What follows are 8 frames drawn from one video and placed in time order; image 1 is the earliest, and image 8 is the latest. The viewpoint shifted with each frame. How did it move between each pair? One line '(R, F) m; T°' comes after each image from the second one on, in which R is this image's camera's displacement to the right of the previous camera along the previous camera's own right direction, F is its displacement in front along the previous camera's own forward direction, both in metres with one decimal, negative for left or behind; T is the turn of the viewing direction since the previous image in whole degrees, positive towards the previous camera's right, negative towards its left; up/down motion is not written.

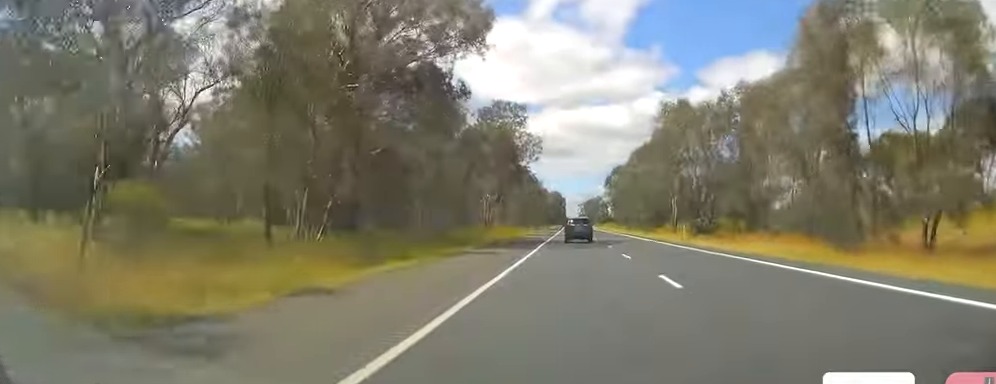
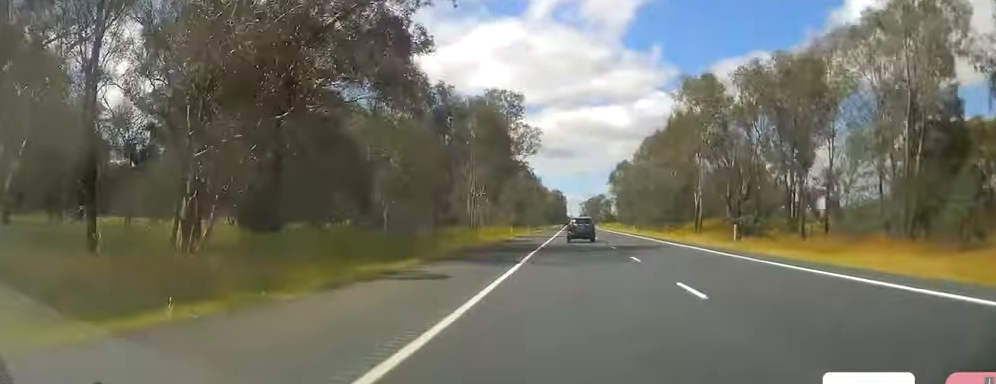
(0.0, +14.3) m; 0°
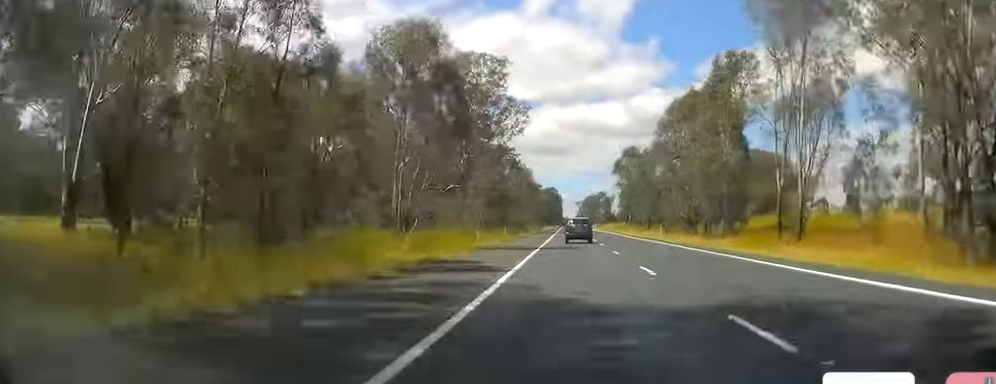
(0.0, +28.8) m; +1°
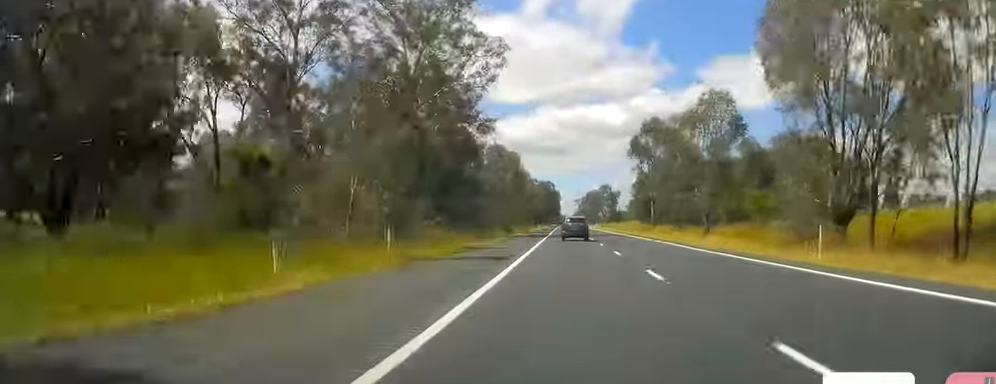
(+0.4, +38.4) m; -1°
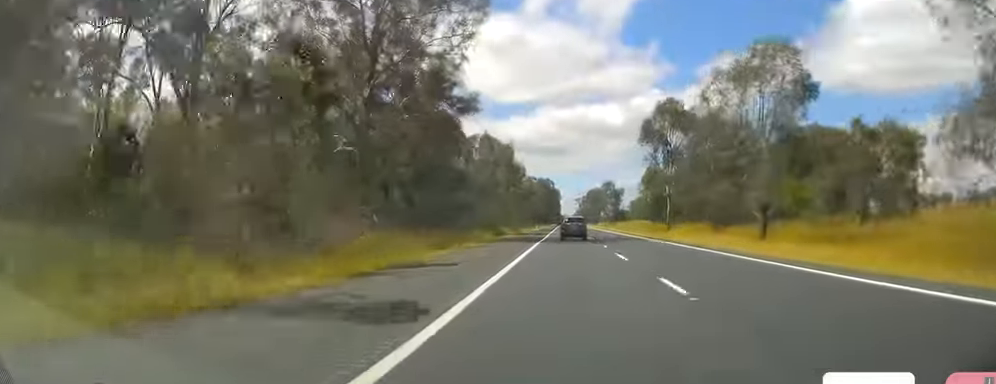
(-0.6, +15.4) m; 0°
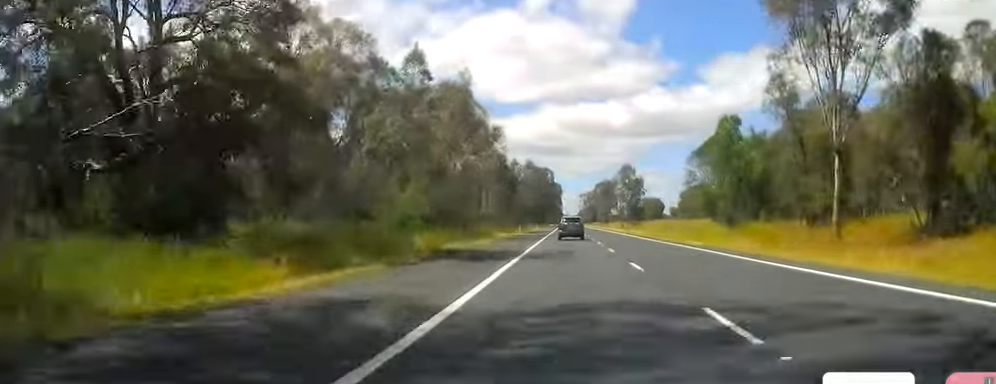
(+0.3, +52.7) m; +1°
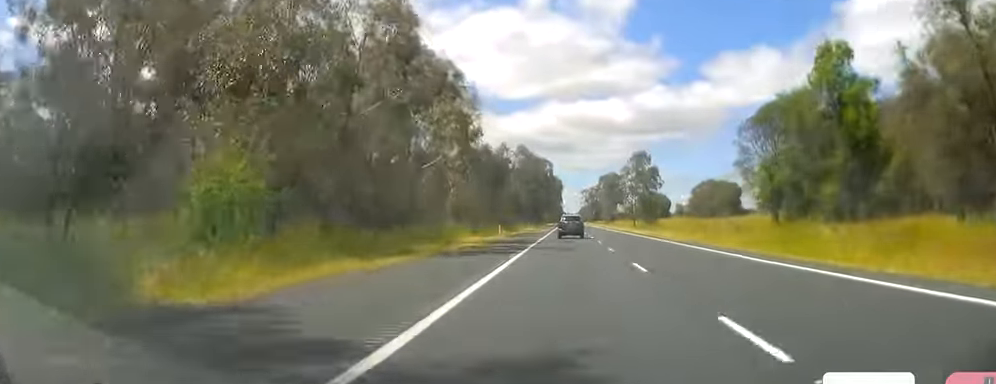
(+0.1, +24.9) m; 0°
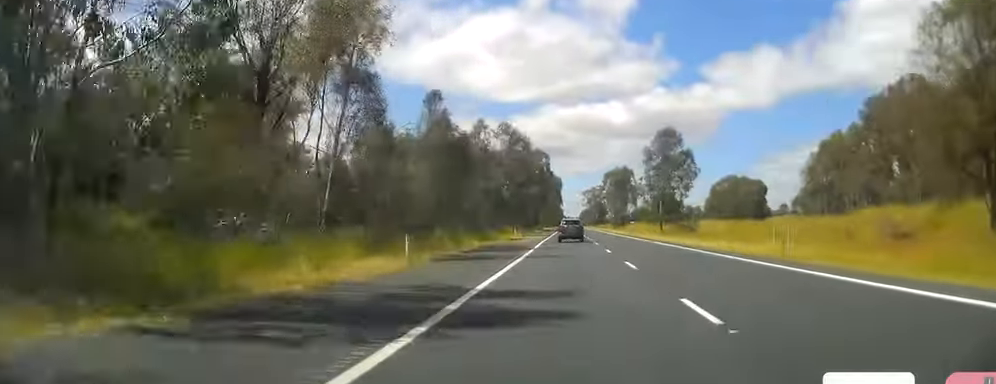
(+0.2, +32.5) m; 0°
